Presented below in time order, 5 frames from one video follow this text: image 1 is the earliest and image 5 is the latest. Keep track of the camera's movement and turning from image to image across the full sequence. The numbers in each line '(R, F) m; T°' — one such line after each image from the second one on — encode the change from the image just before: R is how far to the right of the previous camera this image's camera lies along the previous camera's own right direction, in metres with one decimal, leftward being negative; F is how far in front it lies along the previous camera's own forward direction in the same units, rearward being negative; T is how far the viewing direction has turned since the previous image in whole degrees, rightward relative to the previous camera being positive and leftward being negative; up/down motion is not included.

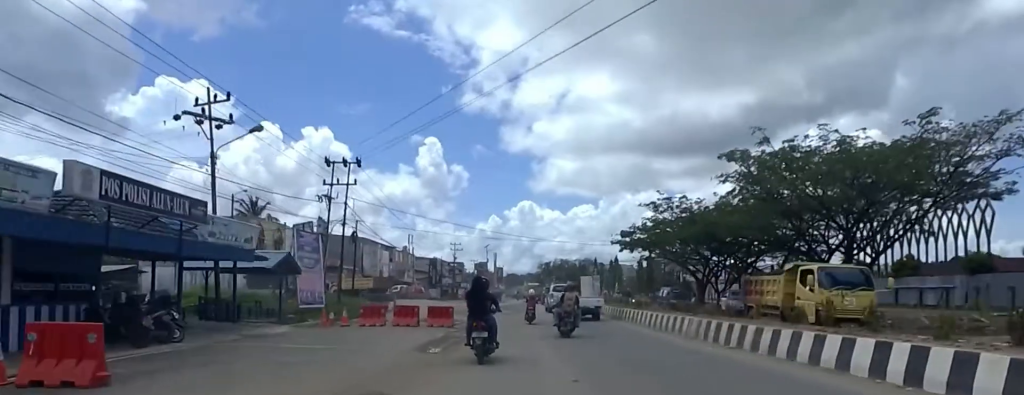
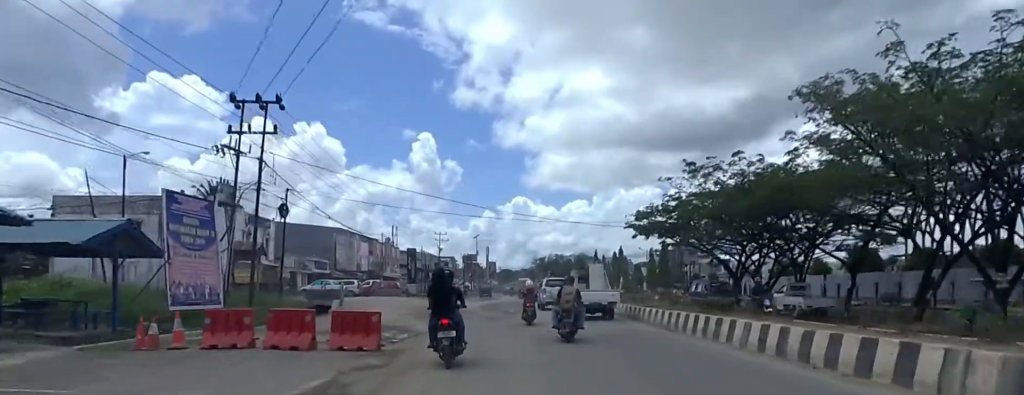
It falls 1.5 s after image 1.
(0.0, +10.1) m; 0°
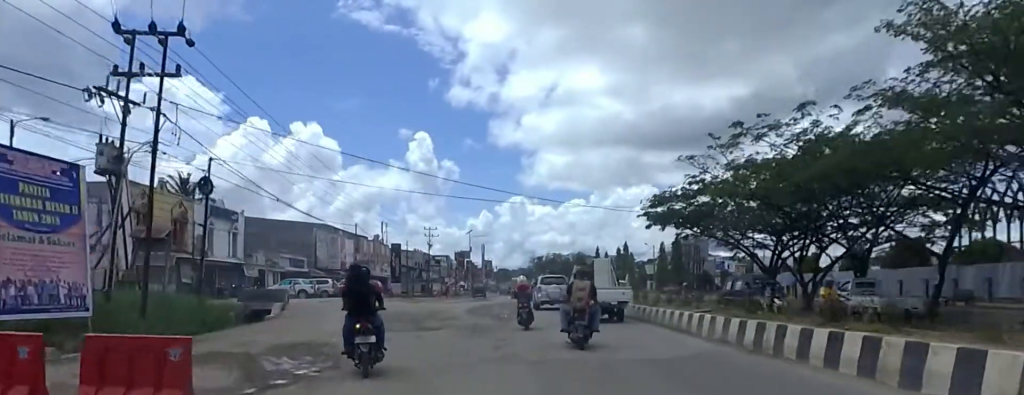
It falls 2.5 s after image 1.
(0.0, +6.4) m; 0°
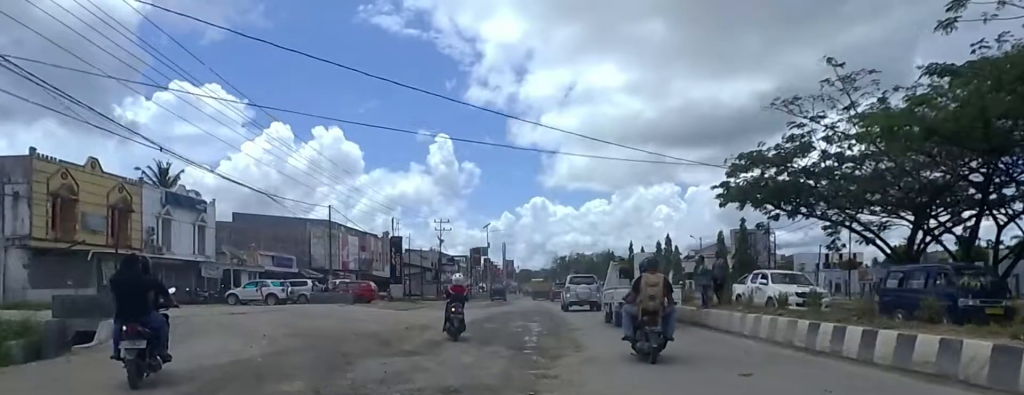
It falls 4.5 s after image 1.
(0.0, +10.9) m; 0°
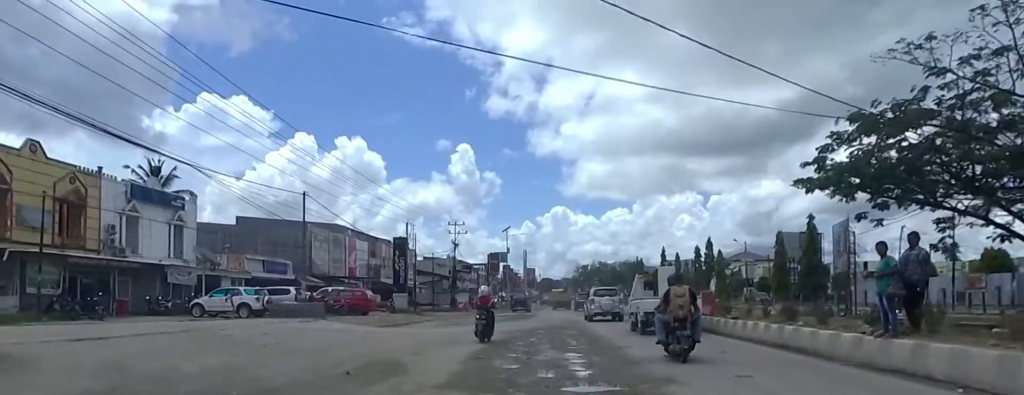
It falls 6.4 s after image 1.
(0.0, +7.3) m; 0°
